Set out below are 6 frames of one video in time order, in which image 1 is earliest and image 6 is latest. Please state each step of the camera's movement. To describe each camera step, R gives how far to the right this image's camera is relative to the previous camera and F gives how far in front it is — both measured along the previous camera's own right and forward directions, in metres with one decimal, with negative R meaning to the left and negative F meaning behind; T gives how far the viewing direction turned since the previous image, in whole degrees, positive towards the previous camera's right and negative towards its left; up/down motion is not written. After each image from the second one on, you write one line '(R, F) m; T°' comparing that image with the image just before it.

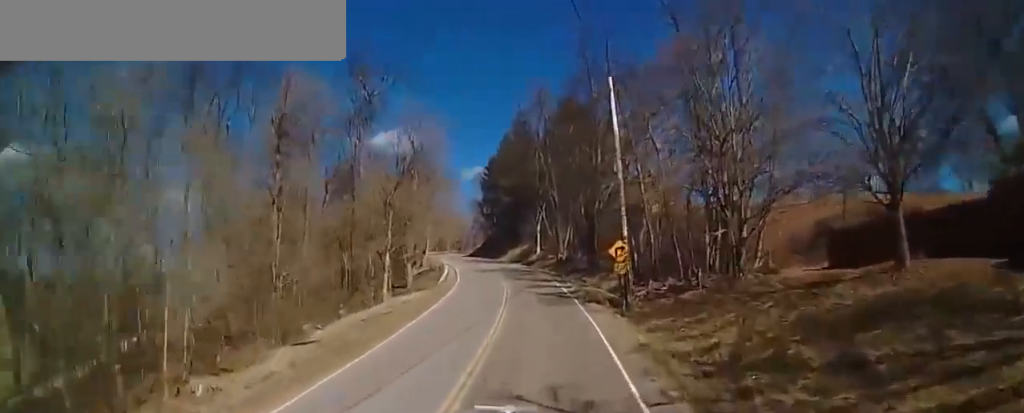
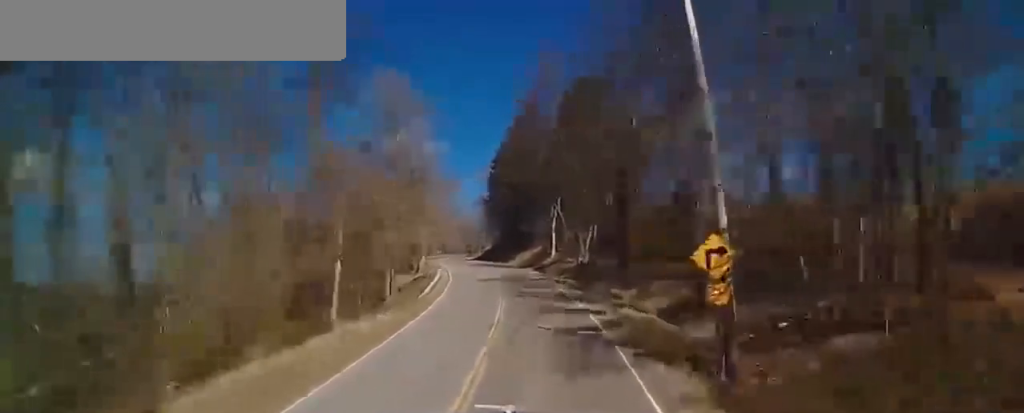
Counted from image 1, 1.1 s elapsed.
(-0.2, +13.3) m; -3°
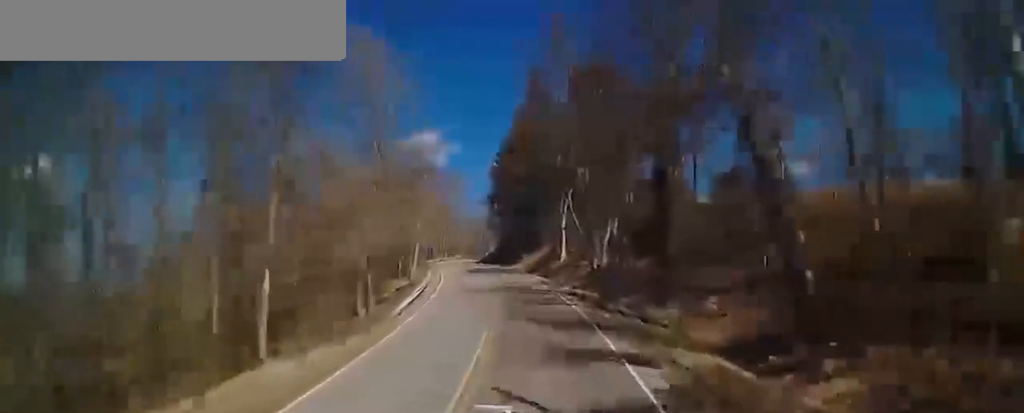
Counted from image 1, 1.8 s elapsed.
(-0.5, +9.2) m; -2°
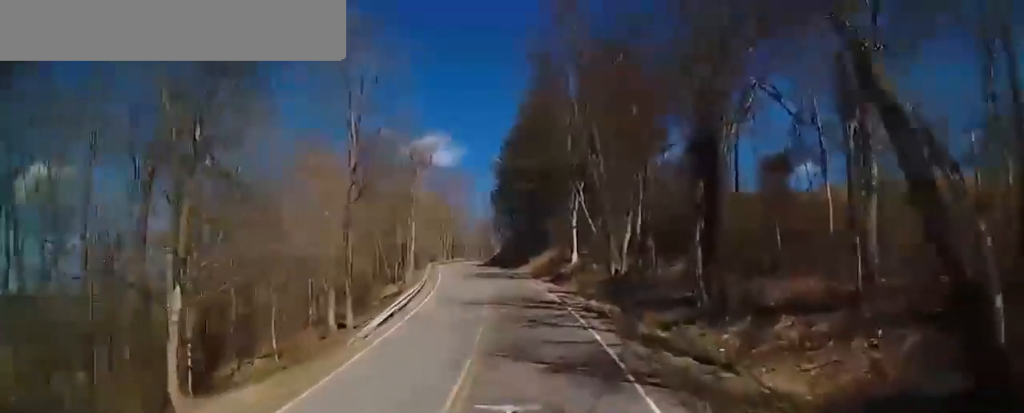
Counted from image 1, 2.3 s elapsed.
(+0.2, +6.8) m; +1°
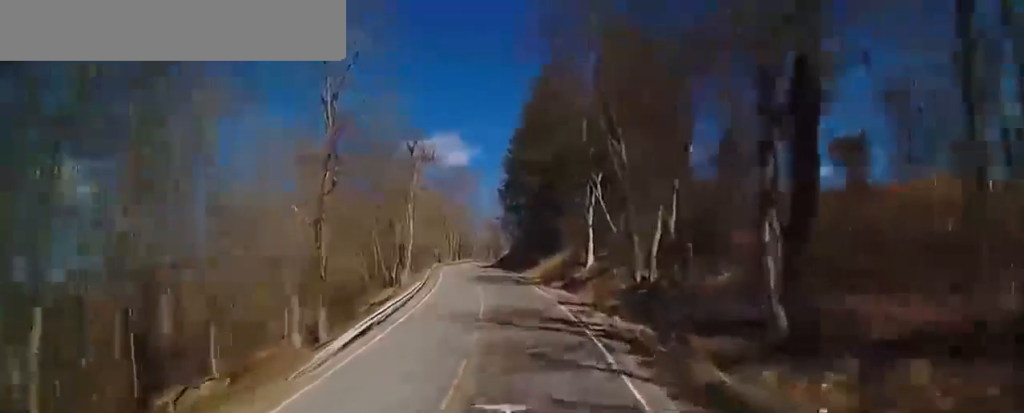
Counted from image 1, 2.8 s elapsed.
(+0.1, +6.0) m; 0°
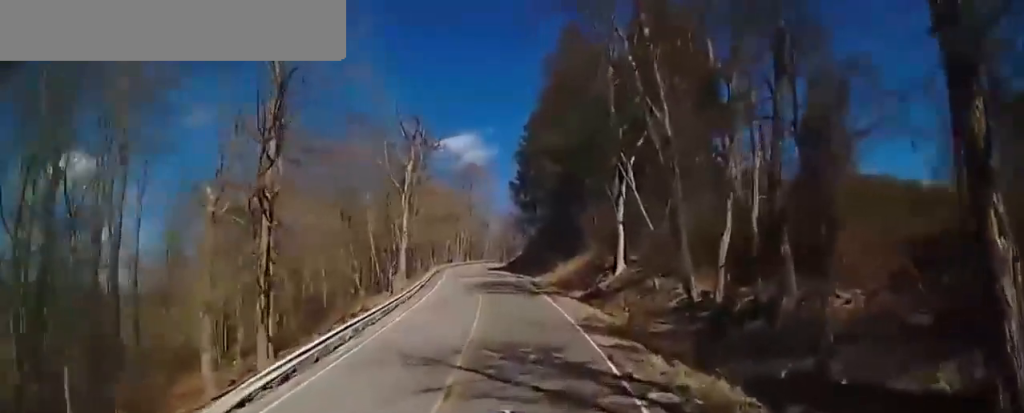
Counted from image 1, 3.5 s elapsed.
(+0.1, +8.5) m; -1°
